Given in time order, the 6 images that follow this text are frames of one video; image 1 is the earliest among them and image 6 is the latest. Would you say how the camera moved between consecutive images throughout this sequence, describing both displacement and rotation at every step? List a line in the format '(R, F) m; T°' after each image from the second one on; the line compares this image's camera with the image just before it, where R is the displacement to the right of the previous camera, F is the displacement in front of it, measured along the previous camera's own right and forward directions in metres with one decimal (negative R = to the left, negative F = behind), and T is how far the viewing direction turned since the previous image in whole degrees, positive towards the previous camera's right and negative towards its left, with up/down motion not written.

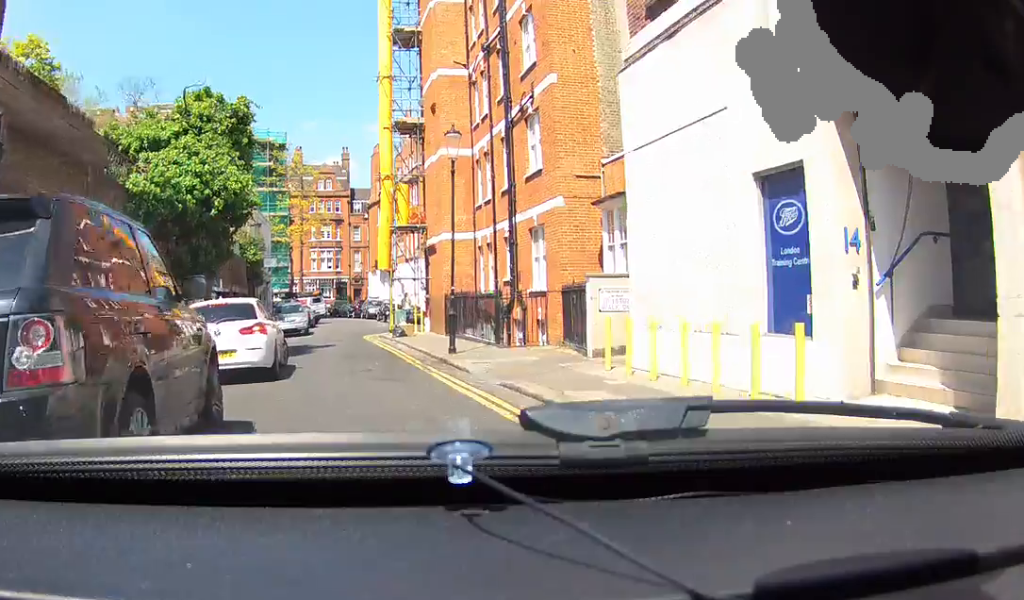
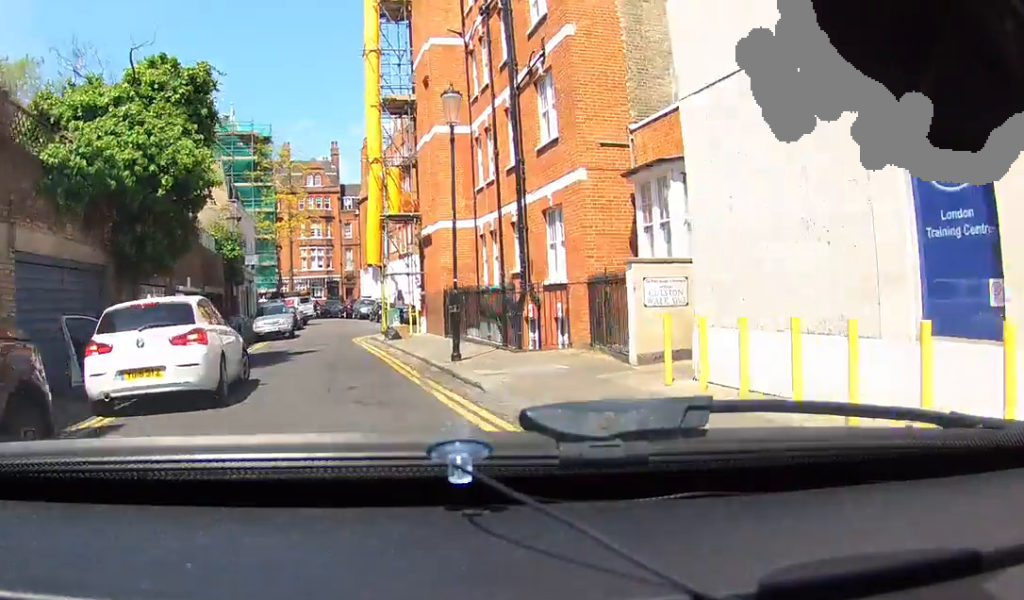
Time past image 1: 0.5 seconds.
(0.0, +3.1) m; 0°
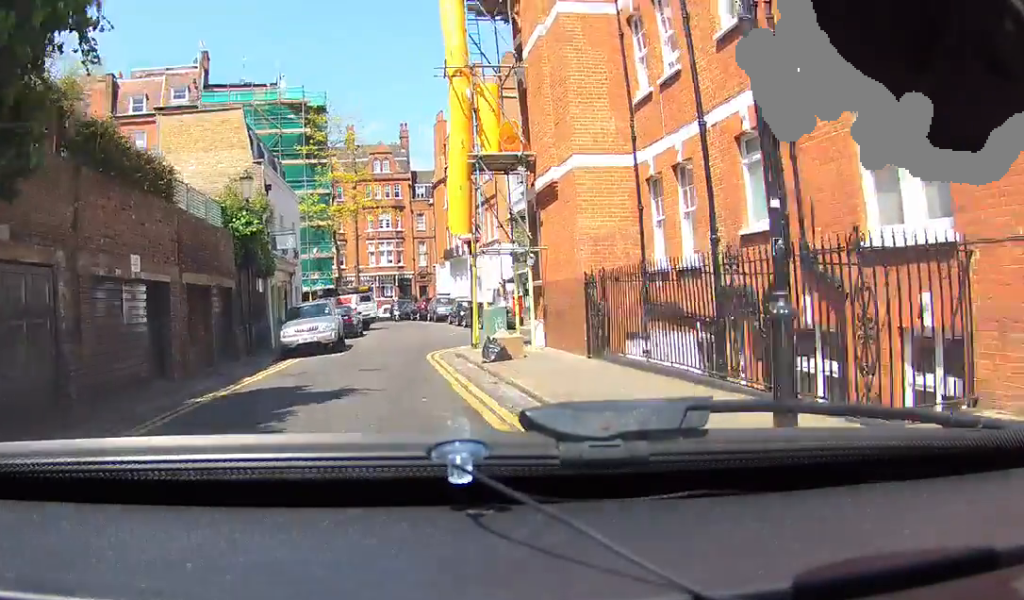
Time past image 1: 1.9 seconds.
(0.0, +9.6) m; +1°
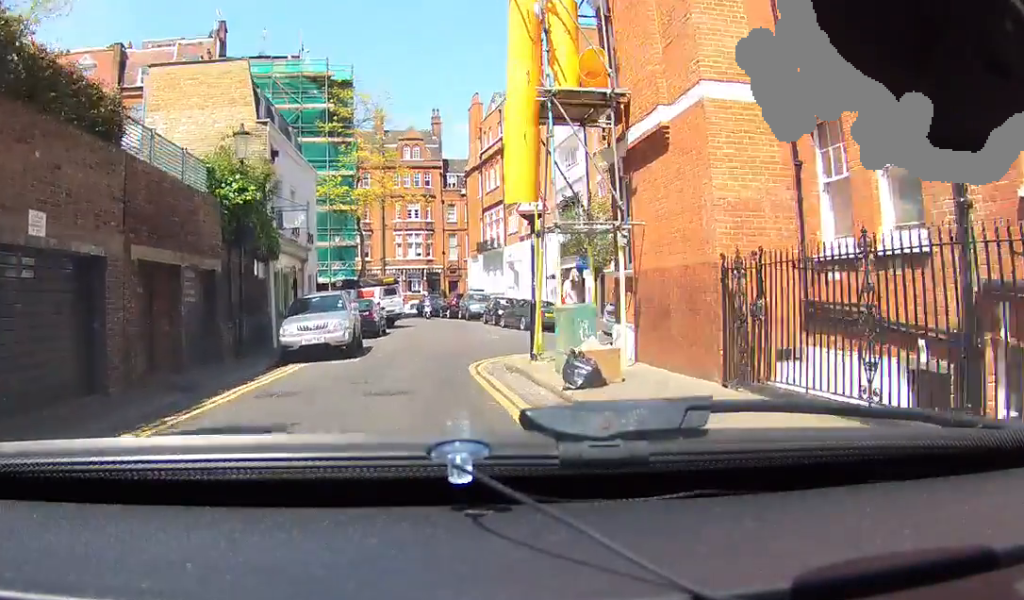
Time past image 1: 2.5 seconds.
(0.0, +4.7) m; +1°
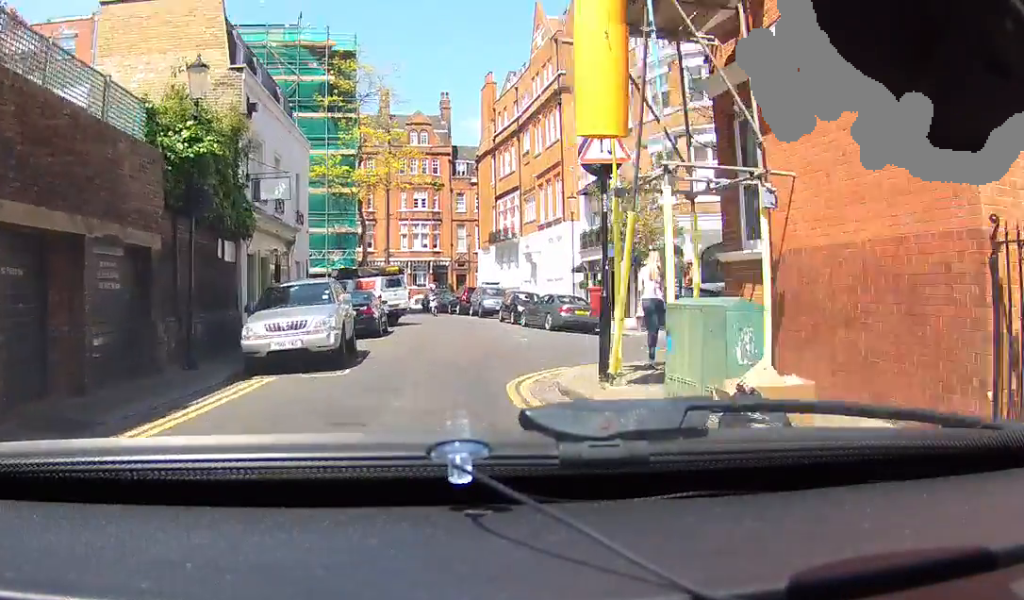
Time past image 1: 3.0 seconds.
(+0.1, +4.9) m; +1°
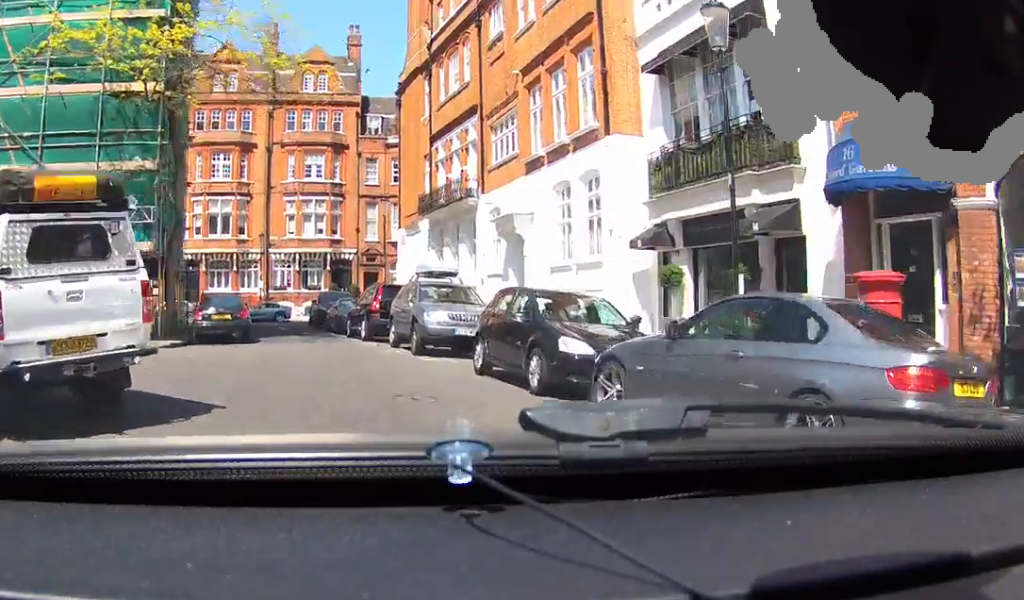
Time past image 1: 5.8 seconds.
(+0.2, +23.3) m; 0°
